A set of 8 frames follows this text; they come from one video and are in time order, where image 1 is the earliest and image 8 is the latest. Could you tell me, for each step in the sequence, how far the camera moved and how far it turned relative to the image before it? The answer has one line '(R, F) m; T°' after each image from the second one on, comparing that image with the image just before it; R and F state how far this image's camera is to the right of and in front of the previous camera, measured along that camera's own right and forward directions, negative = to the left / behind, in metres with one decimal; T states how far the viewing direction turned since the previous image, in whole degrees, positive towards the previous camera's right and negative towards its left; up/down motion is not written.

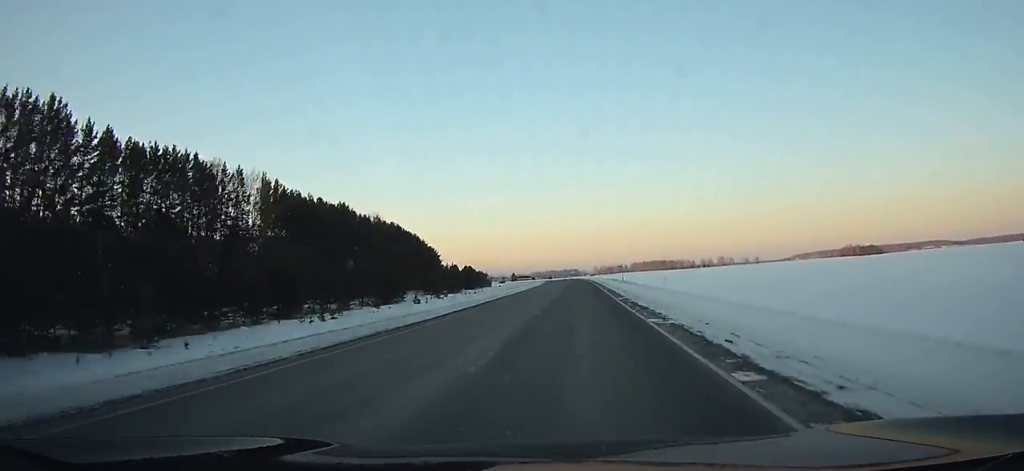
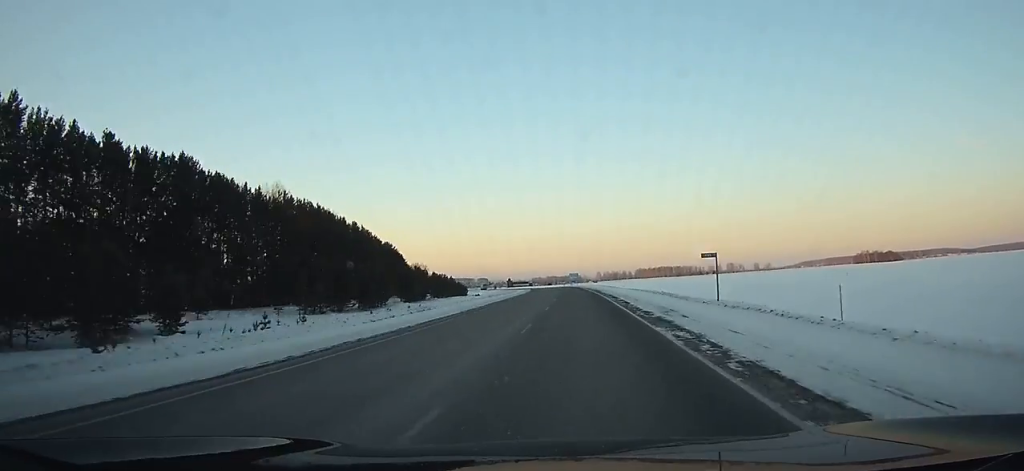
(-0.2, +52.5) m; -1°
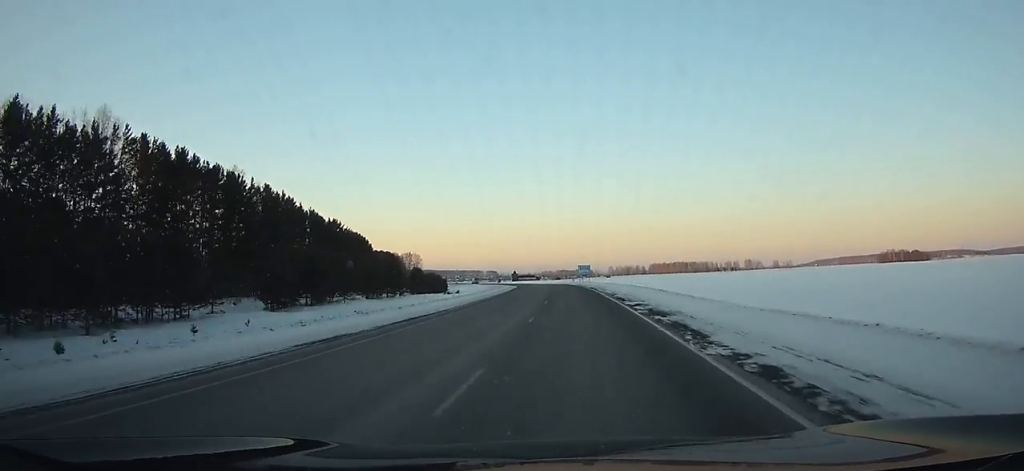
(0.0, +46.0) m; -1°
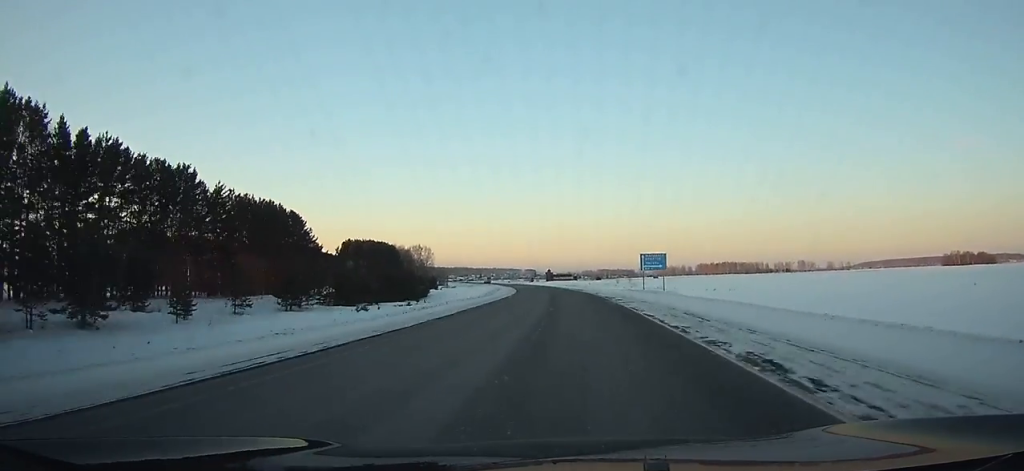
(-1.6, +65.7) m; -3°
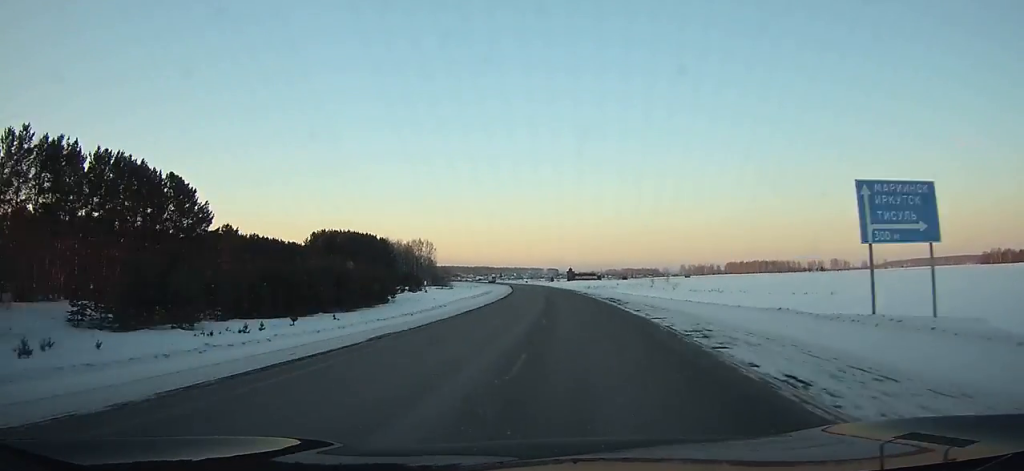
(-0.7, +41.5) m; -2°
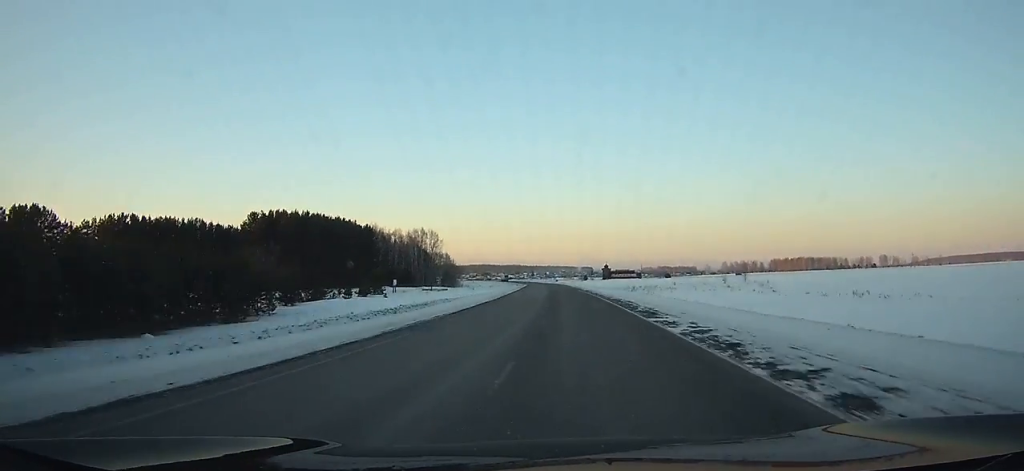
(-1.3, +51.4) m; -3°
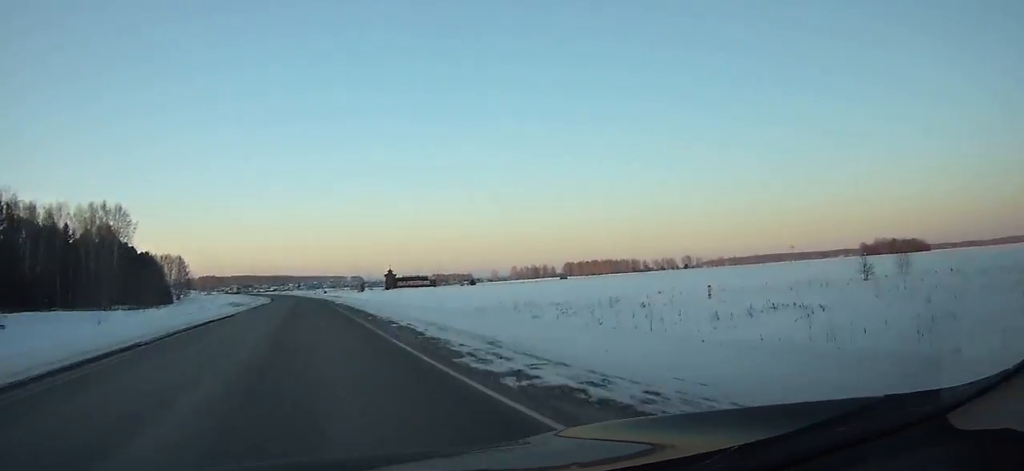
(-3.6, +89.2) m; -4°
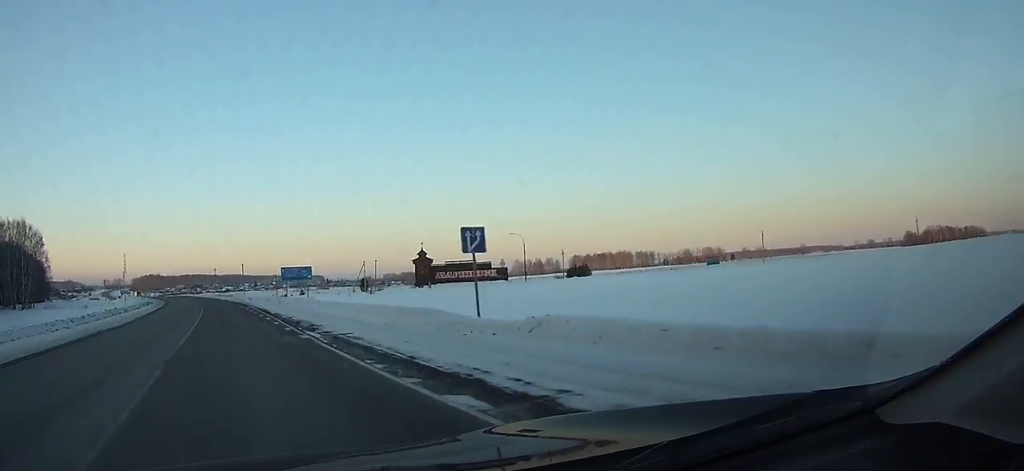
(-3.9, +126.6) m; -4°
